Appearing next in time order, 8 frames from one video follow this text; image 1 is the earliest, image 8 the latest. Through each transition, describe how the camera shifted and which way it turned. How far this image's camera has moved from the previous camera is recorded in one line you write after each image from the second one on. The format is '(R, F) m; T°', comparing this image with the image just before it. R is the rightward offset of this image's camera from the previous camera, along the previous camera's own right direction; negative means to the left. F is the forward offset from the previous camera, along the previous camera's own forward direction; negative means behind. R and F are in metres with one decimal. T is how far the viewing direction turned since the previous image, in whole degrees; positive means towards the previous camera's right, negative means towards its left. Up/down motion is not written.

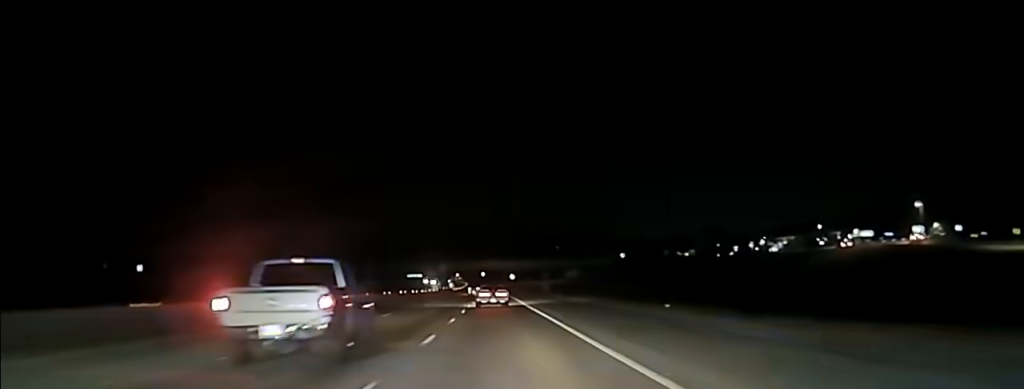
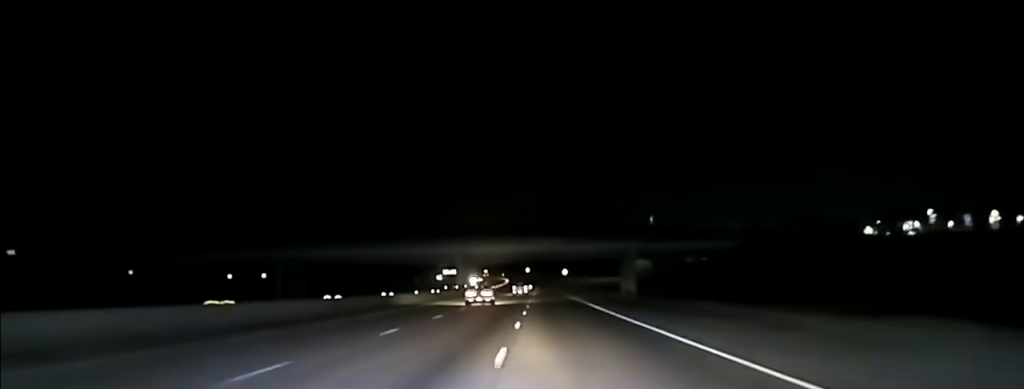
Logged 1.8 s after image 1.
(-2.0, +90.3) m; -2°
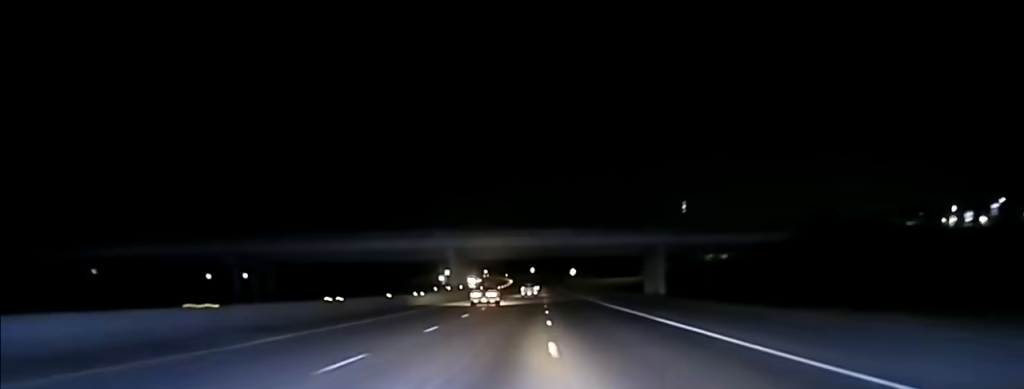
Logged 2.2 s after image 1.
(0.0, +22.7) m; -1°
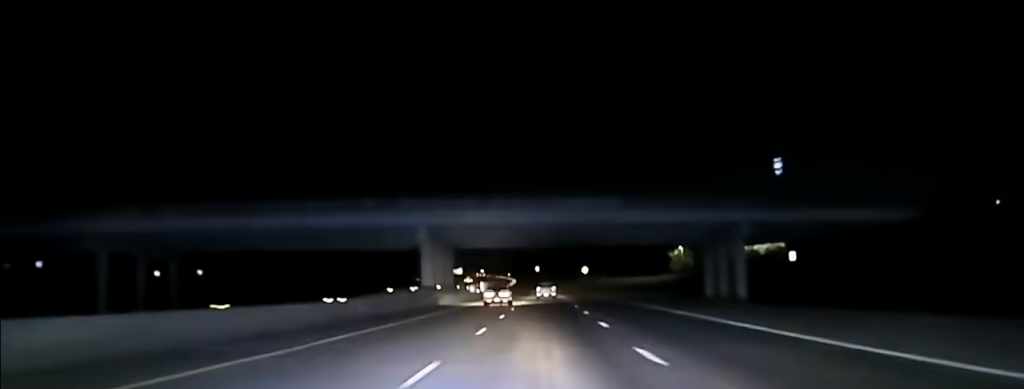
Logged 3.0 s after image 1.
(-0.4, +39.2) m; 0°
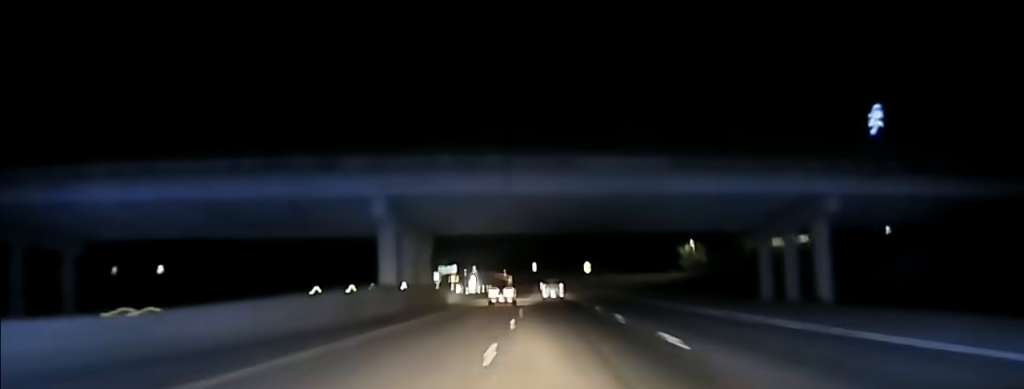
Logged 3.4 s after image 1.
(-0.2, +21.5) m; 0°
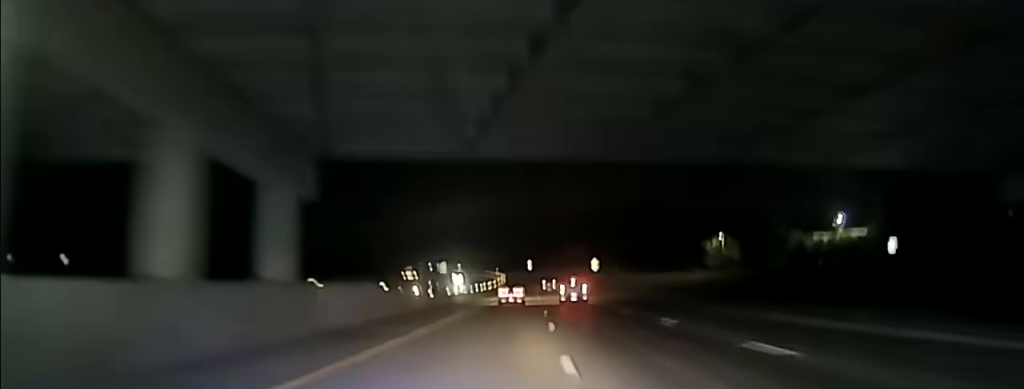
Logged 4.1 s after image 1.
(+0.4, +38.3) m; +1°
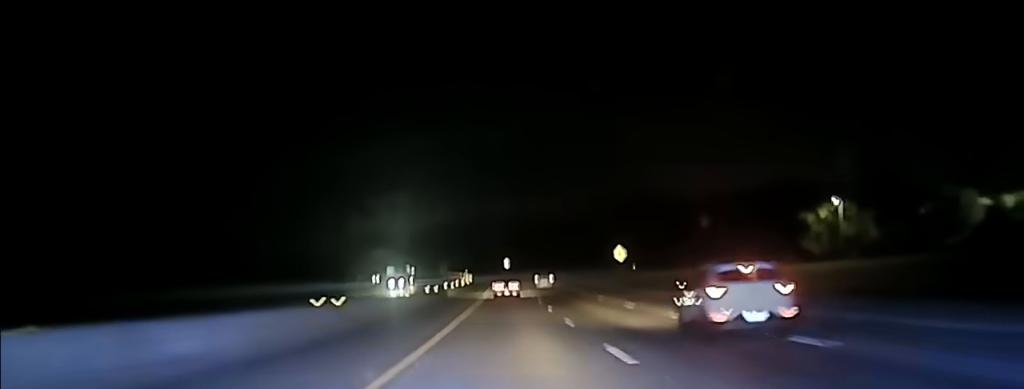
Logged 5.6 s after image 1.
(+1.2, +83.4) m; +2°
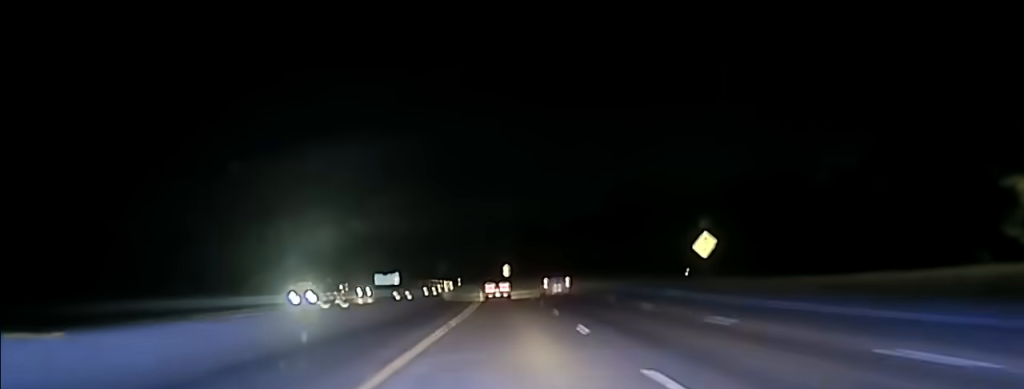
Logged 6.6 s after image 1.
(+0.4, +54.8) m; 0°
